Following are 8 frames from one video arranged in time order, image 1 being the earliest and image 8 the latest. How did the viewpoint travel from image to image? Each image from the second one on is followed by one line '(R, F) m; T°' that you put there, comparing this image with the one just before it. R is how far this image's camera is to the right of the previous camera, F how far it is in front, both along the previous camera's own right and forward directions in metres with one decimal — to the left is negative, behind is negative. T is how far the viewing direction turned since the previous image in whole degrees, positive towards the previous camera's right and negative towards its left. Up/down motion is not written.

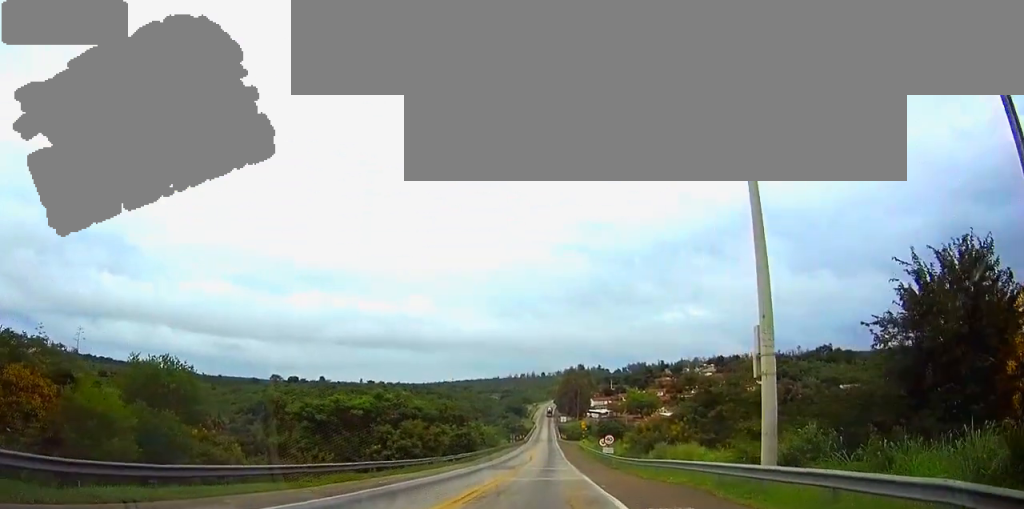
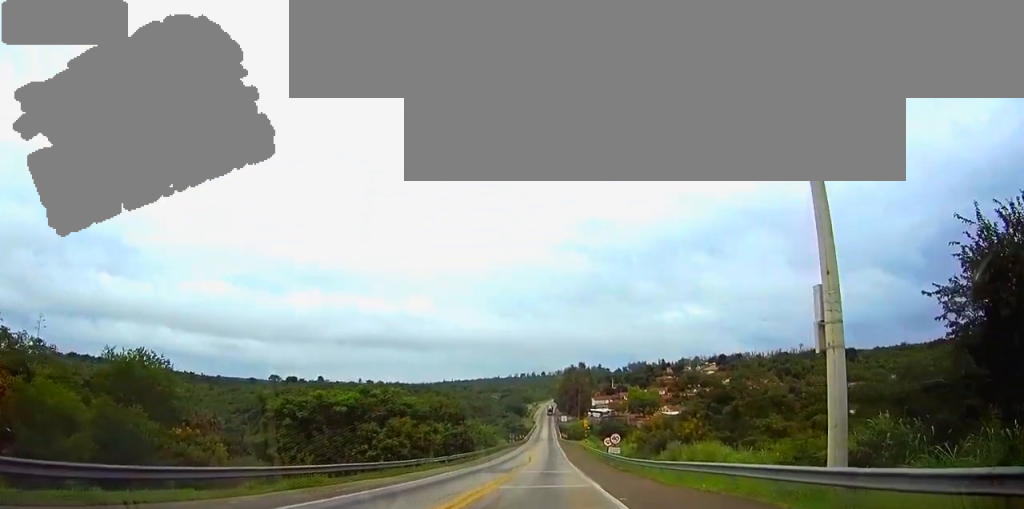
(0.0, +5.3) m; 0°
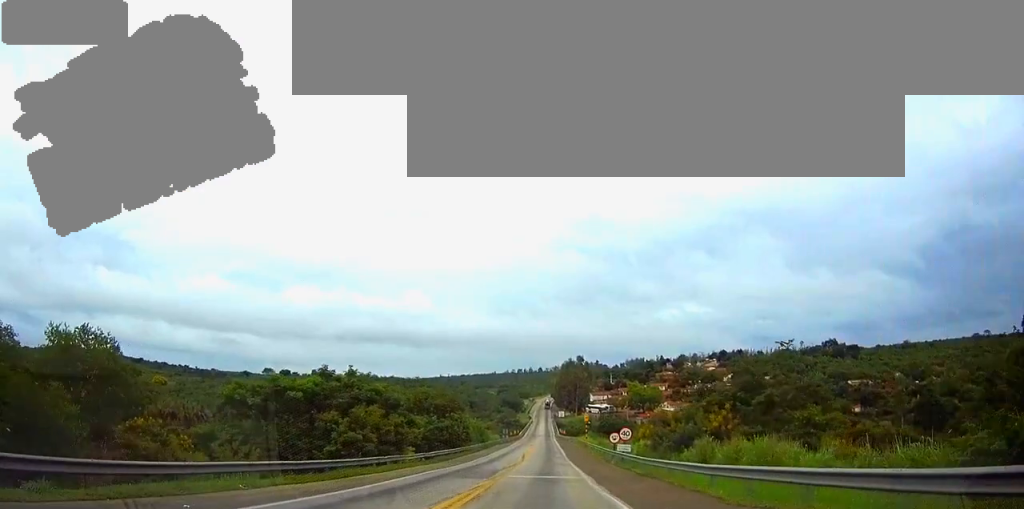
(+0.1, +9.8) m; 0°
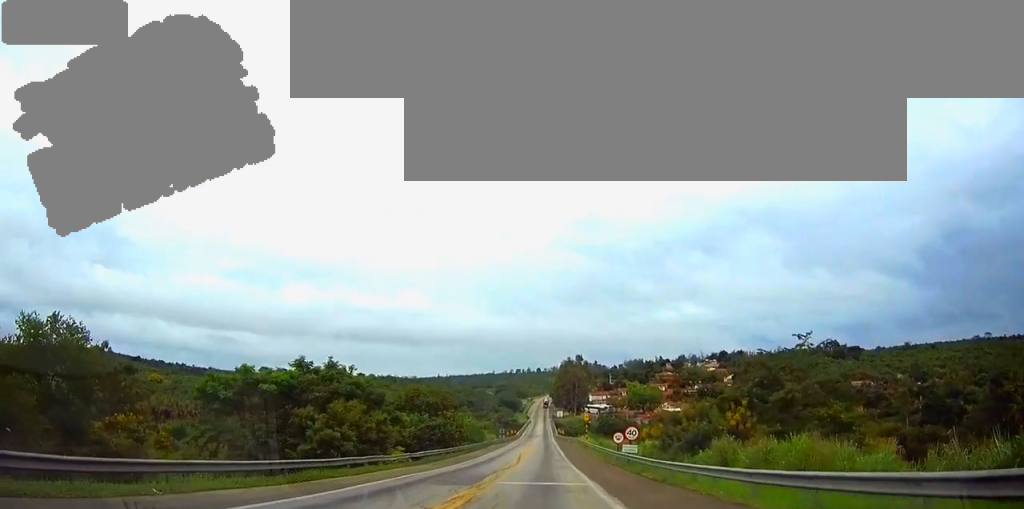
(0.0, +4.5) m; 0°
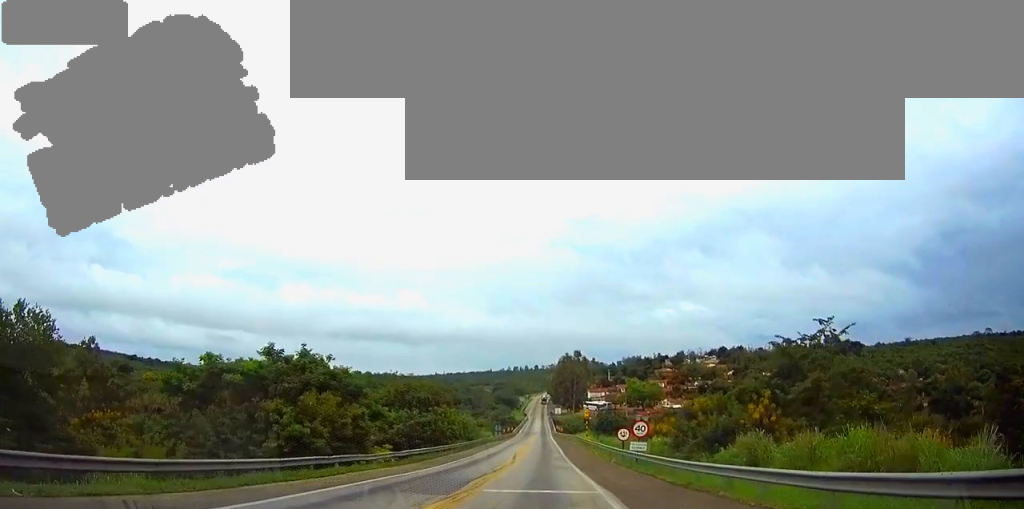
(0.0, +4.9) m; 0°
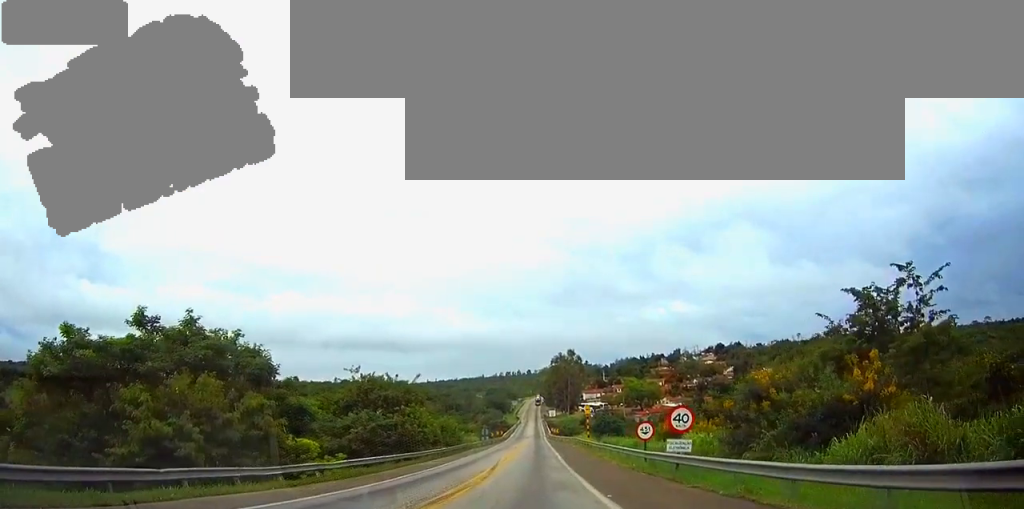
(+0.2, +13.5) m; +2°
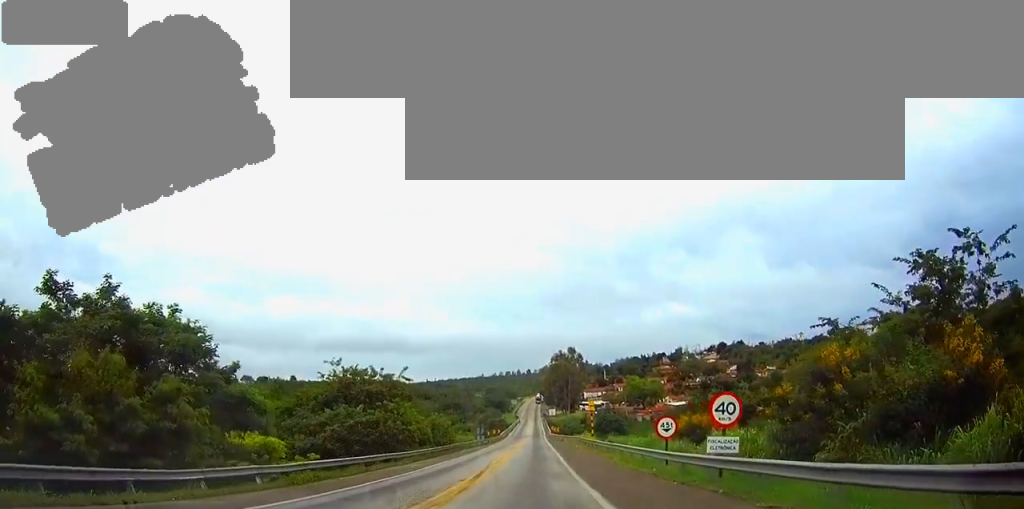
(0.0, +6.3) m; 0°
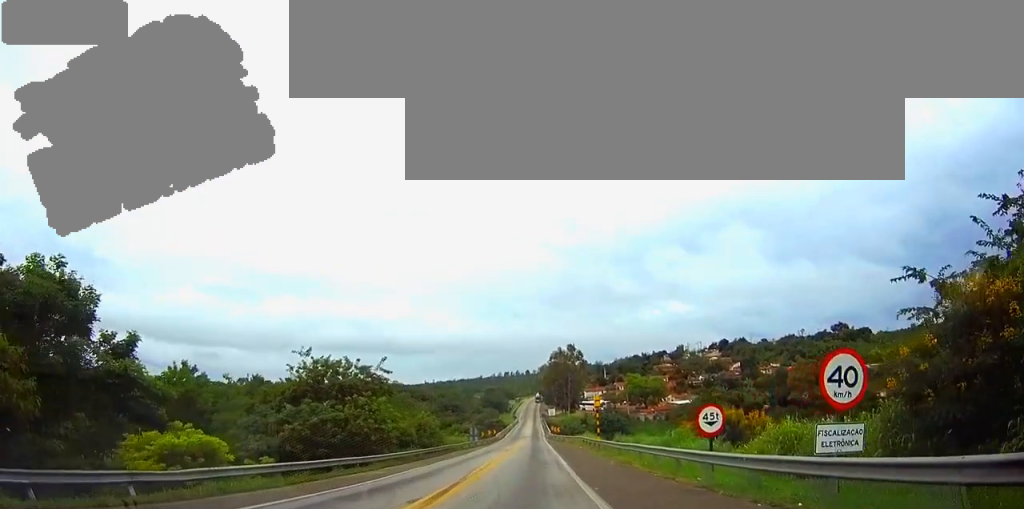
(0.0, +8.1) m; 0°
